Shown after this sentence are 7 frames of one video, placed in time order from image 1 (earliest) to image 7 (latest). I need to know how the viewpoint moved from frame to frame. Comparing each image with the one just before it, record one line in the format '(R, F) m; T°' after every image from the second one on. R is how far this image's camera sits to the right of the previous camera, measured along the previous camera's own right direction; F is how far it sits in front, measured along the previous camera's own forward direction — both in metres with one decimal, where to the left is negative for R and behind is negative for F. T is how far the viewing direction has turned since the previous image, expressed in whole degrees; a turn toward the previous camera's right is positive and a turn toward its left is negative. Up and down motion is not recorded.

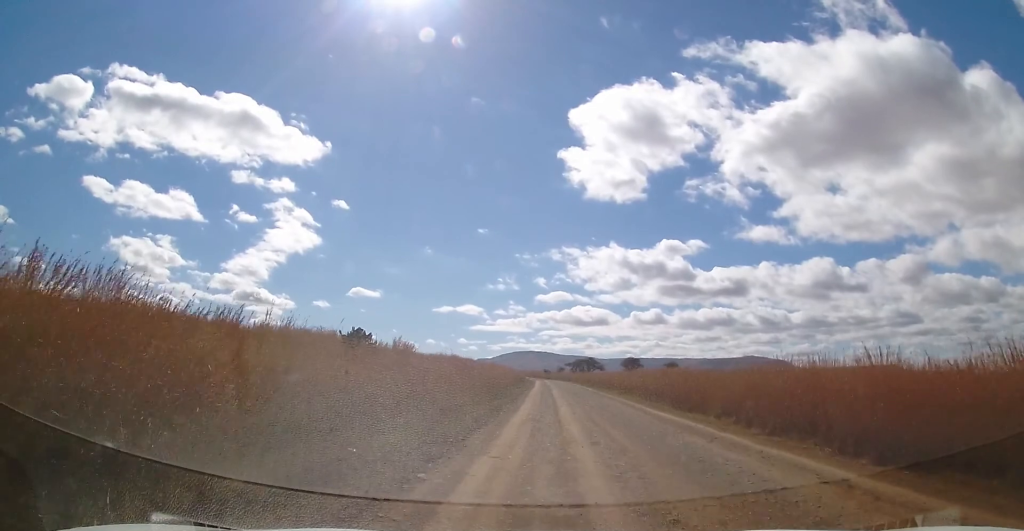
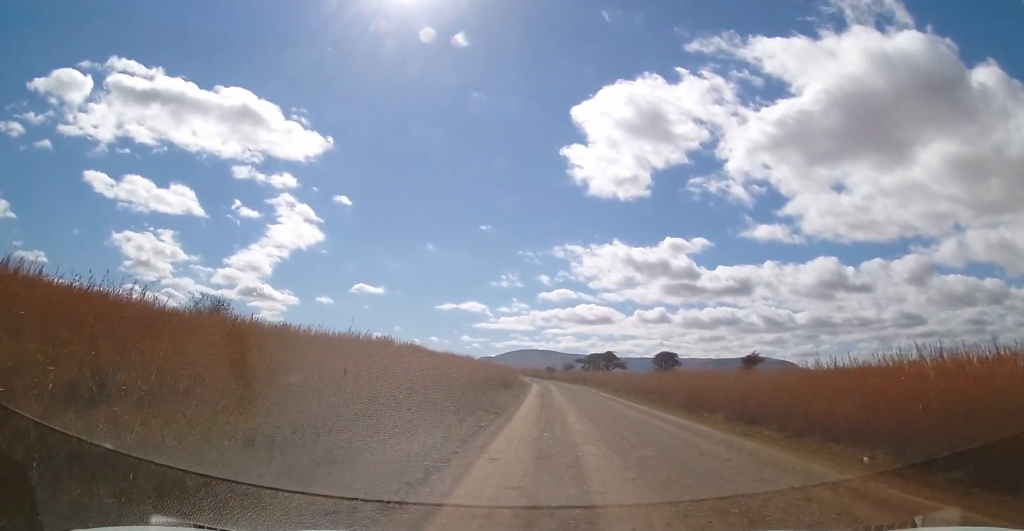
(+0.2, +41.0) m; +1°
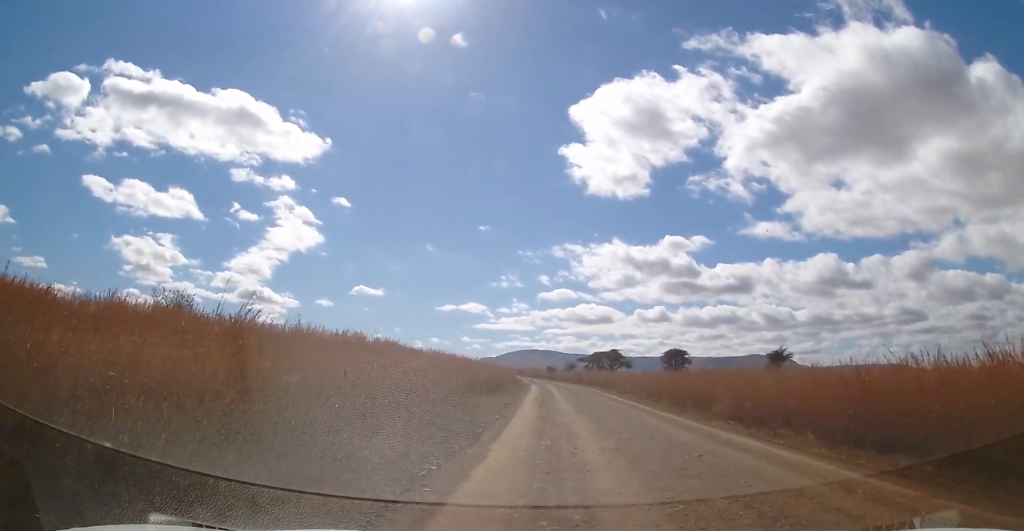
(0.0, +7.8) m; 0°
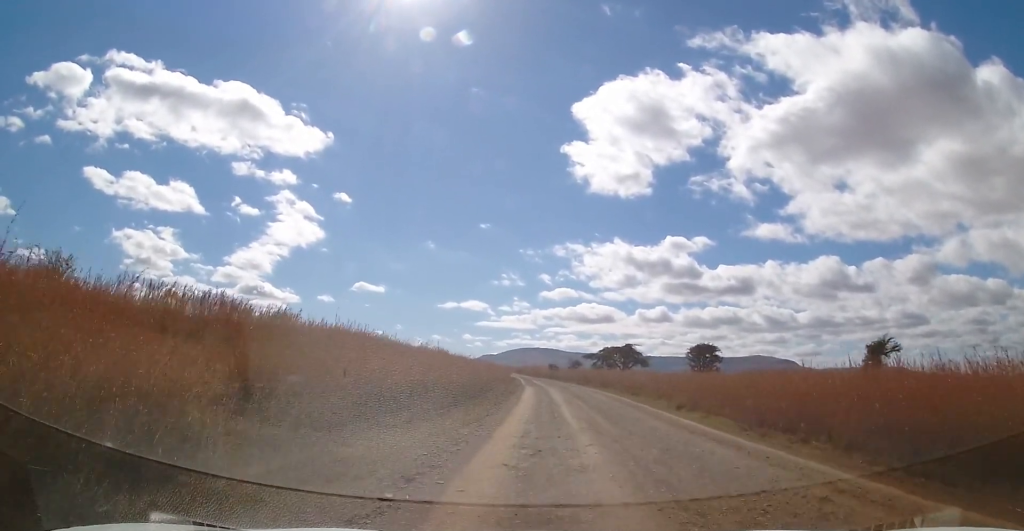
(0.0, +19.2) m; 0°
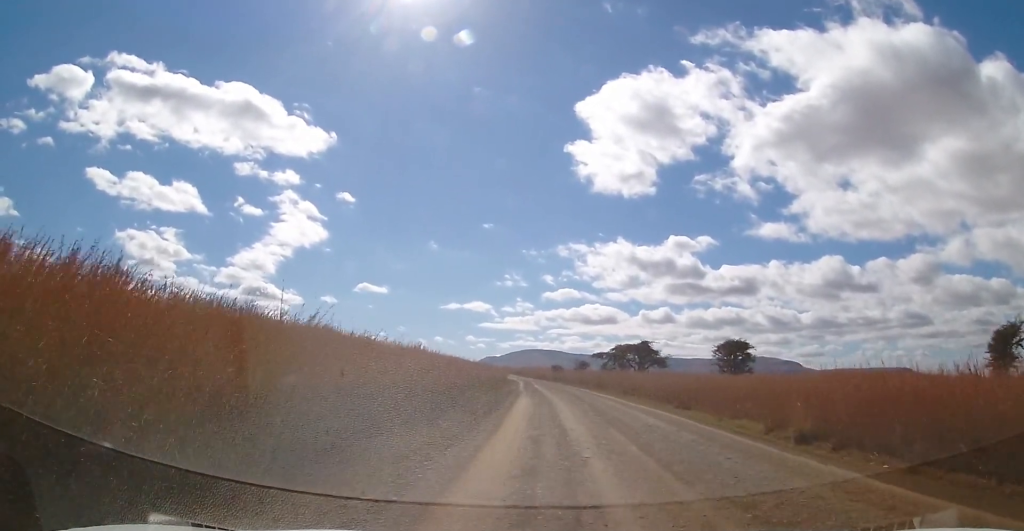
(0.0, +13.5) m; -1°
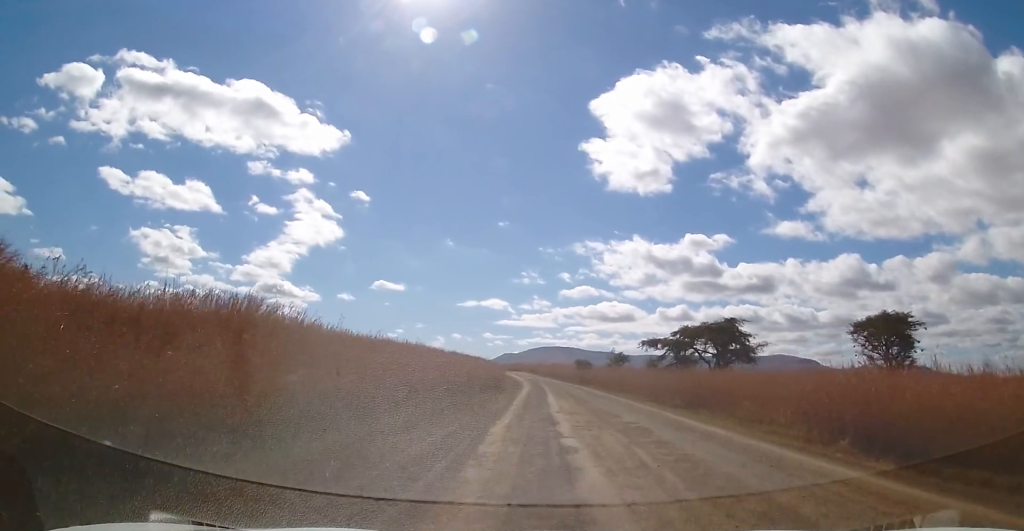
(-1.0, +33.5) m; -3°
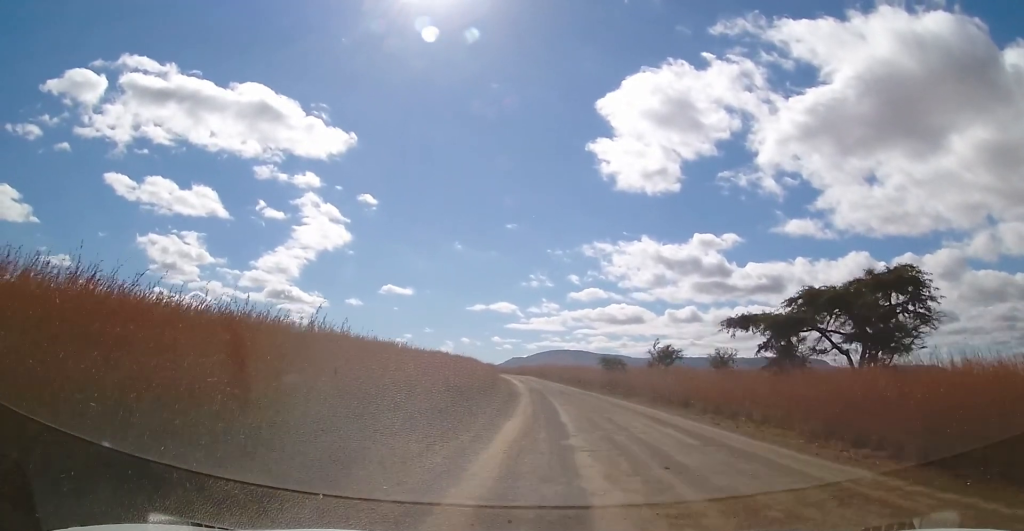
(-0.2, +25.4) m; 0°
